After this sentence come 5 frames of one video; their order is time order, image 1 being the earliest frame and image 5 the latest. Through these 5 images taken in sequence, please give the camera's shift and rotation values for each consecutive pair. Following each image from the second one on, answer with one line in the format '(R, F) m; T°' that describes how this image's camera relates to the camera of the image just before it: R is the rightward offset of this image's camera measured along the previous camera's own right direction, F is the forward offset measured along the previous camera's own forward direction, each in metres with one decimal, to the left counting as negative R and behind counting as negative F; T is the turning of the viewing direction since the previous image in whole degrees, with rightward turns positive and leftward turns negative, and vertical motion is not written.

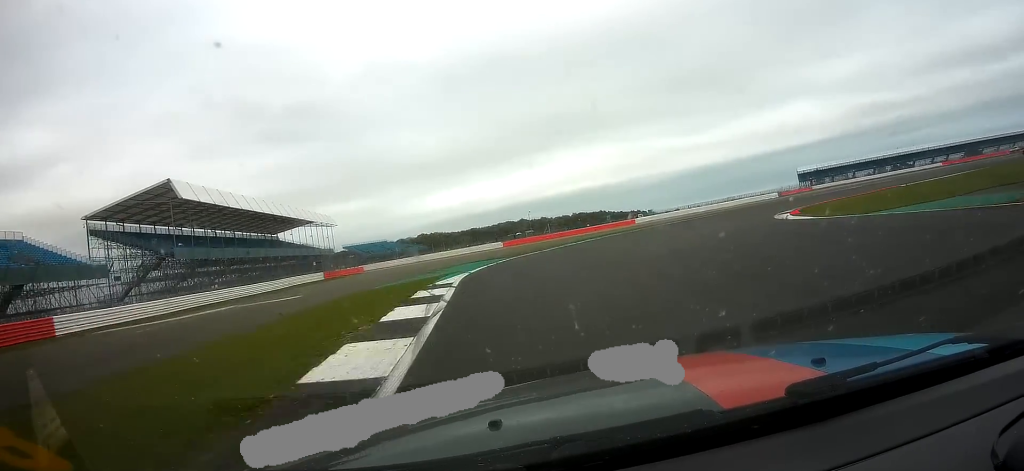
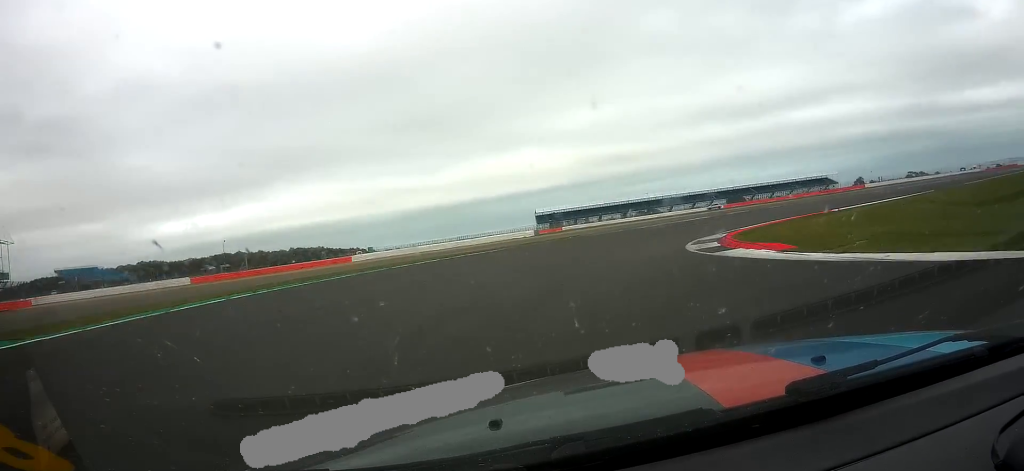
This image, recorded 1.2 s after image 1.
(+3.6, +30.6) m; +33°
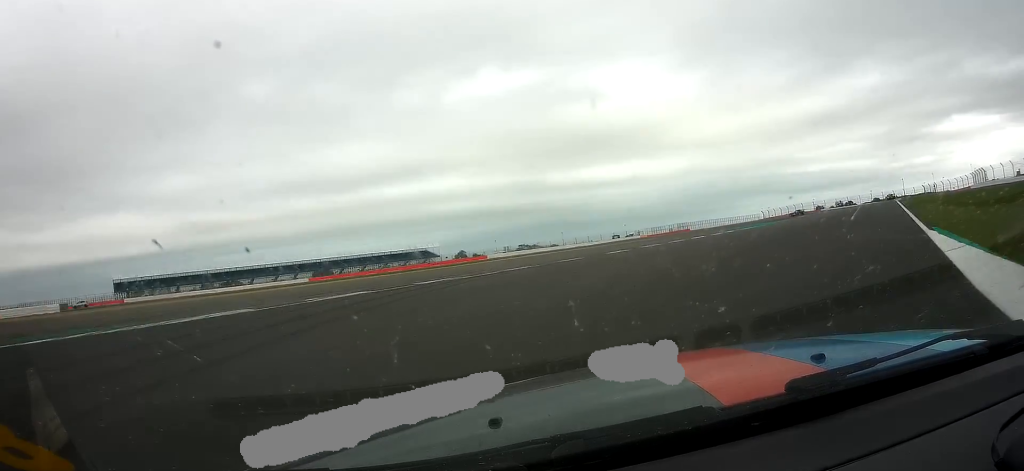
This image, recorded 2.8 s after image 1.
(+18.0, +26.2) m; +55°
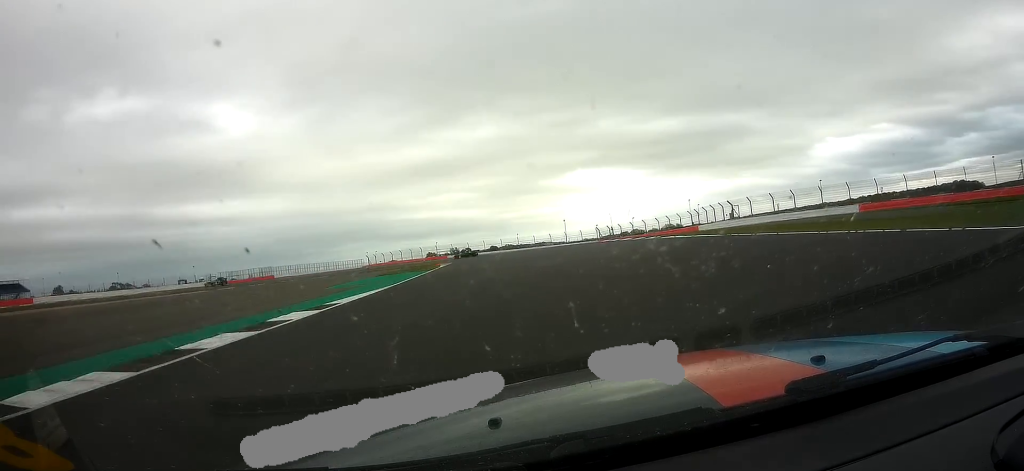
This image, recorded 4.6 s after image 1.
(+8.8, +40.4) m; +22°
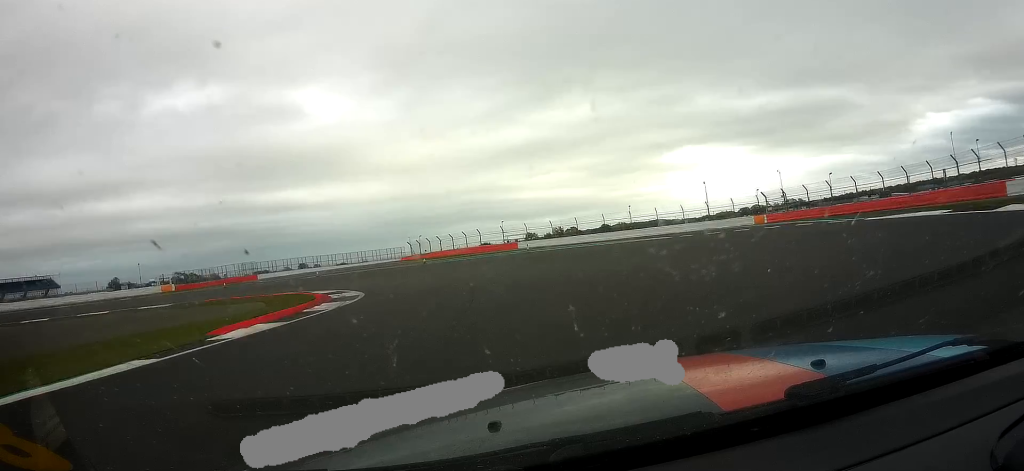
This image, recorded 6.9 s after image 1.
(-0.4, +53.7) m; -13°
